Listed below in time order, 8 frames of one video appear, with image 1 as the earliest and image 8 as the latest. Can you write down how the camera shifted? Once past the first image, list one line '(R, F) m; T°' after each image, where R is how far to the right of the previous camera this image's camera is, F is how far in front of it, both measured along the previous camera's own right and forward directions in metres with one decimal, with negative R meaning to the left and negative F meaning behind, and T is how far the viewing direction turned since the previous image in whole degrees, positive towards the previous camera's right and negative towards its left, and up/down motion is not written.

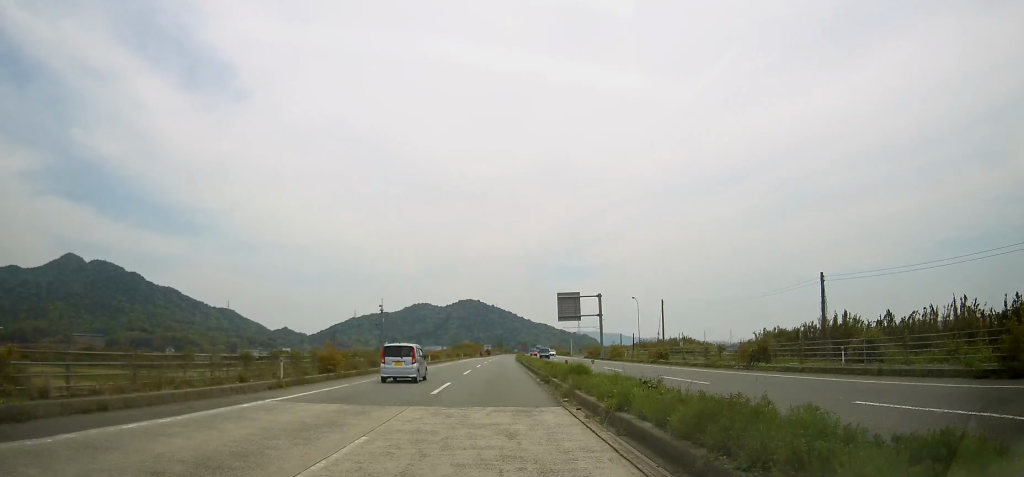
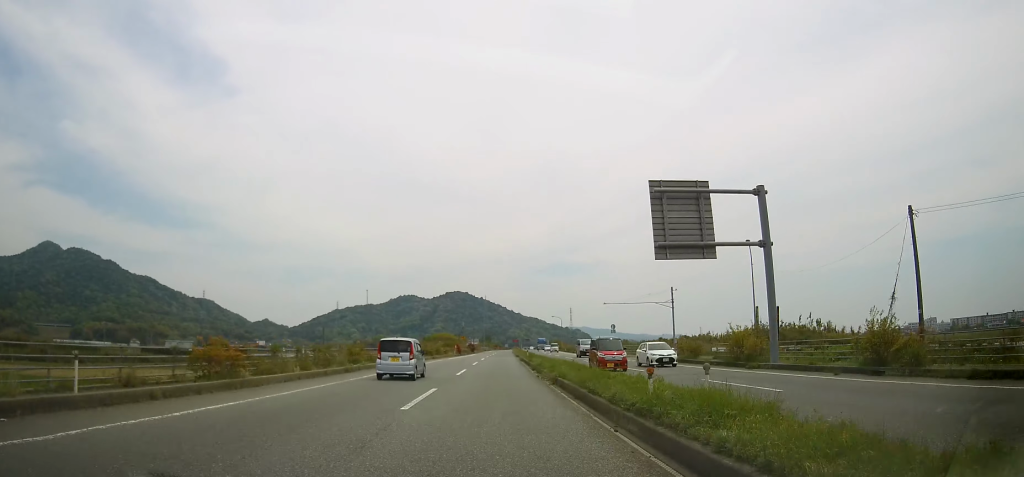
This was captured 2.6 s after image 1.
(+0.3, +50.3) m; +1°
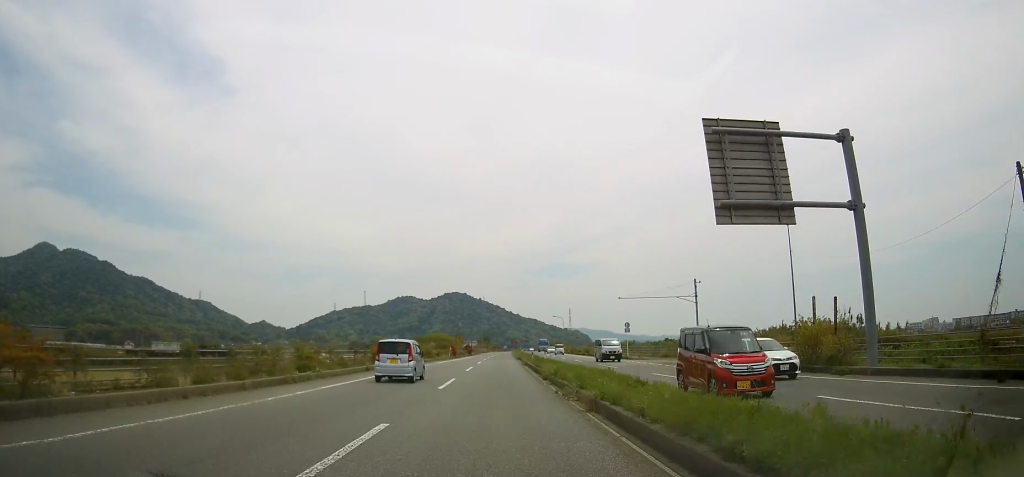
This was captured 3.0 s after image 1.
(0.0, +7.9) m; 0°
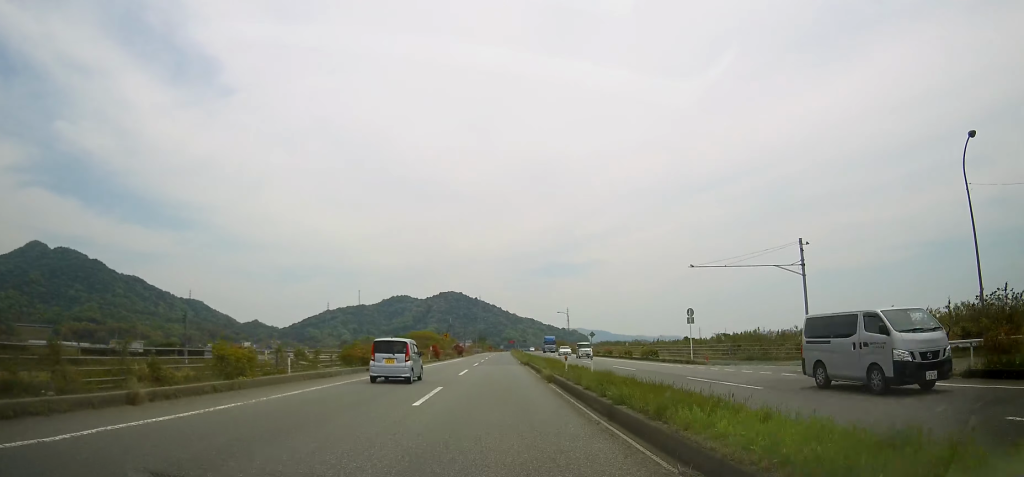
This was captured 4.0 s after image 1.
(+0.1, +20.6) m; 0°
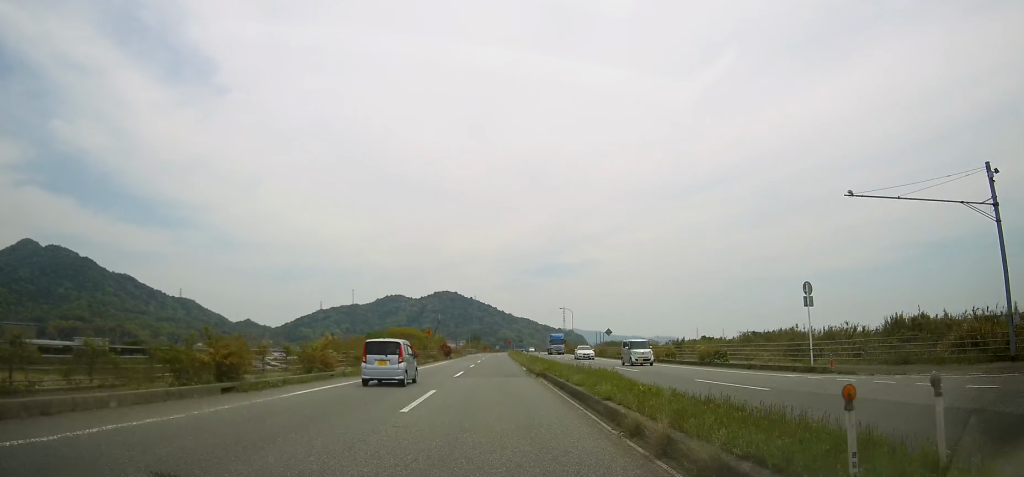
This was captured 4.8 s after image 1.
(+0.1, +16.1) m; 0°
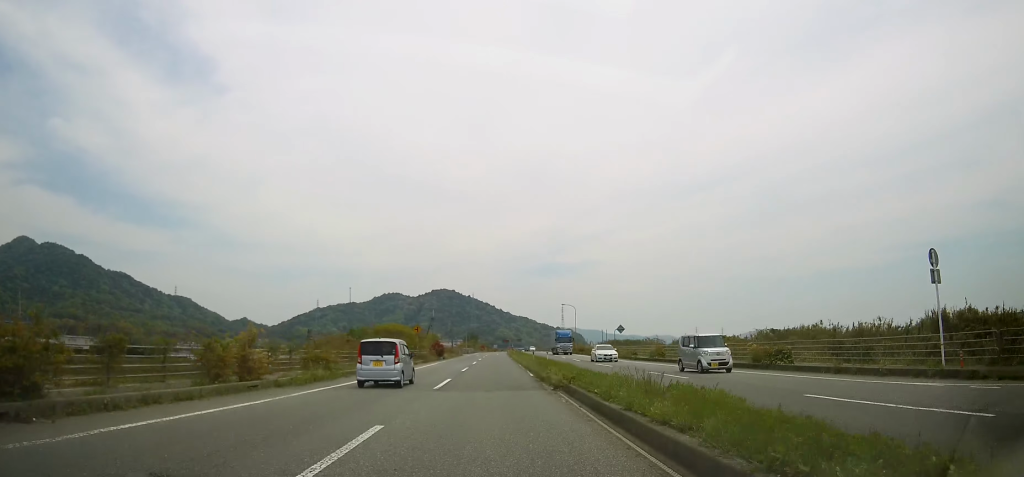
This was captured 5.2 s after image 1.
(0.0, +8.1) m; 0°
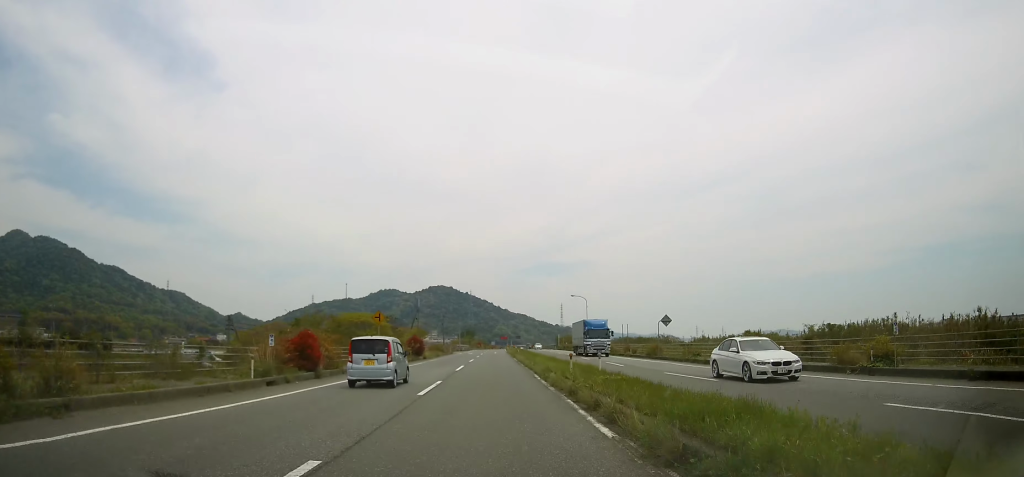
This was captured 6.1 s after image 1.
(+0.1, +18.4) m; 0°
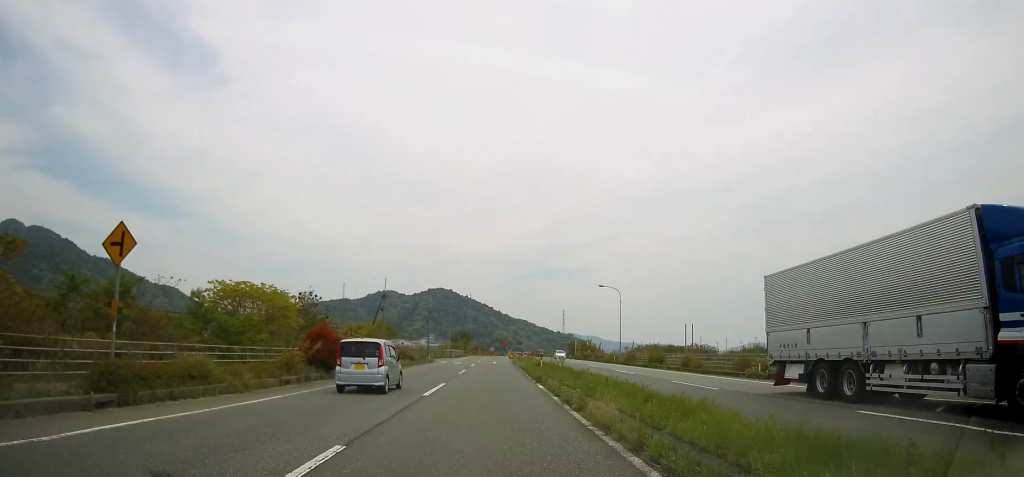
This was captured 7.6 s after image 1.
(+0.1, +29.1) m; 0°
